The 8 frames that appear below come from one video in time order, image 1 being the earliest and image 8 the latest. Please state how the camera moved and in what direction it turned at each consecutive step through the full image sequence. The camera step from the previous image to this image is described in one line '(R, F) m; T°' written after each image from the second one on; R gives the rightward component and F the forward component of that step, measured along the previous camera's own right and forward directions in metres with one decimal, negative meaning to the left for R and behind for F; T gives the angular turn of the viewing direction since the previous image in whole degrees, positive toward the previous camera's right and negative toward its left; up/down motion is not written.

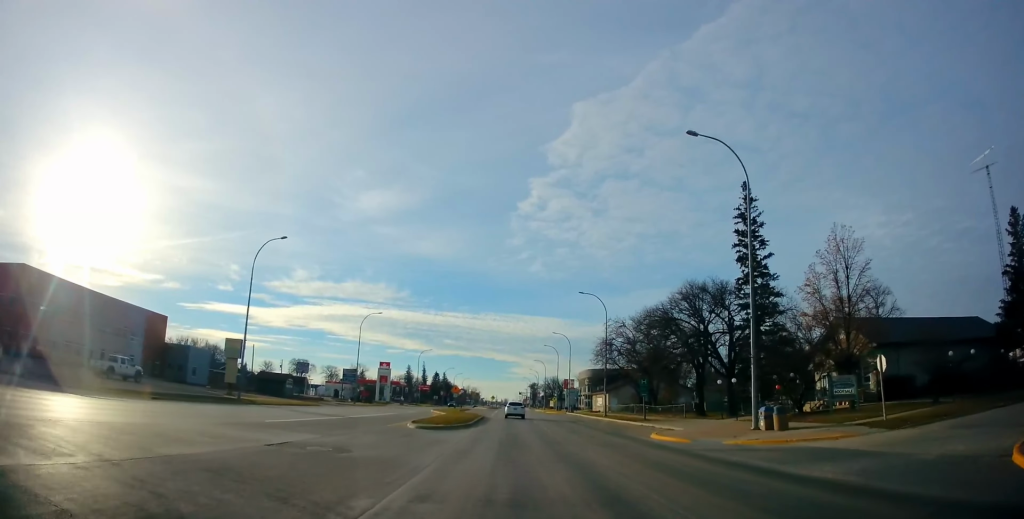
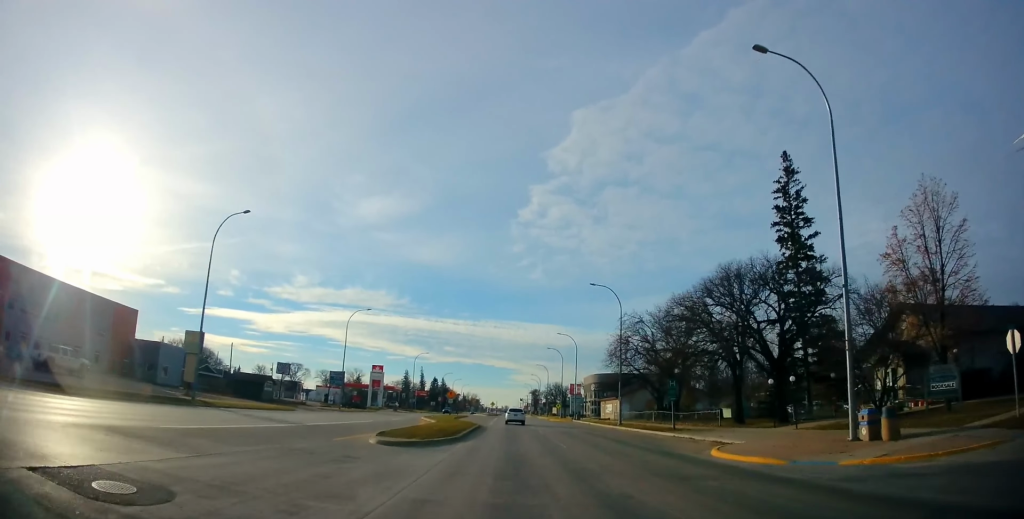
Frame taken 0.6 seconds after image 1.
(0.0, +7.9) m; 0°
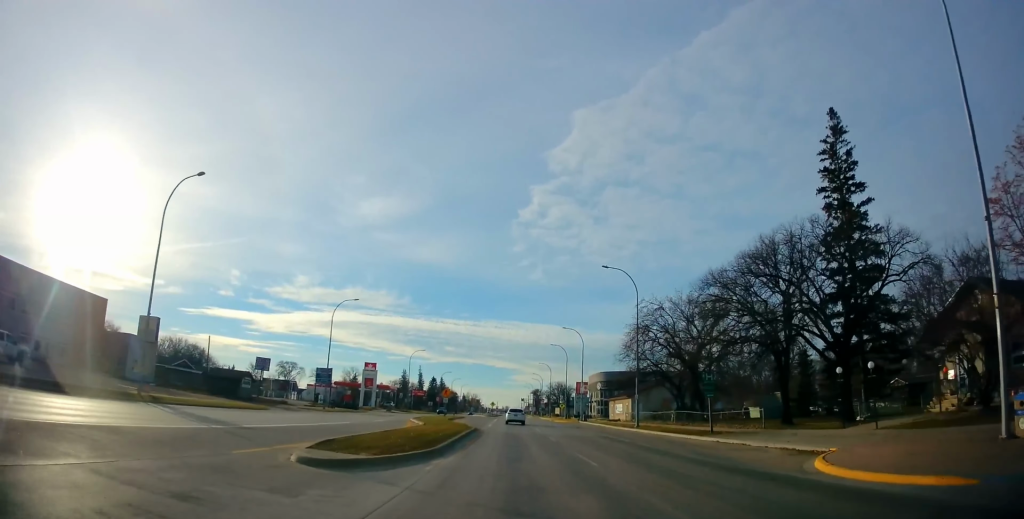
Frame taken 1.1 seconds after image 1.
(0.0, +7.2) m; 0°
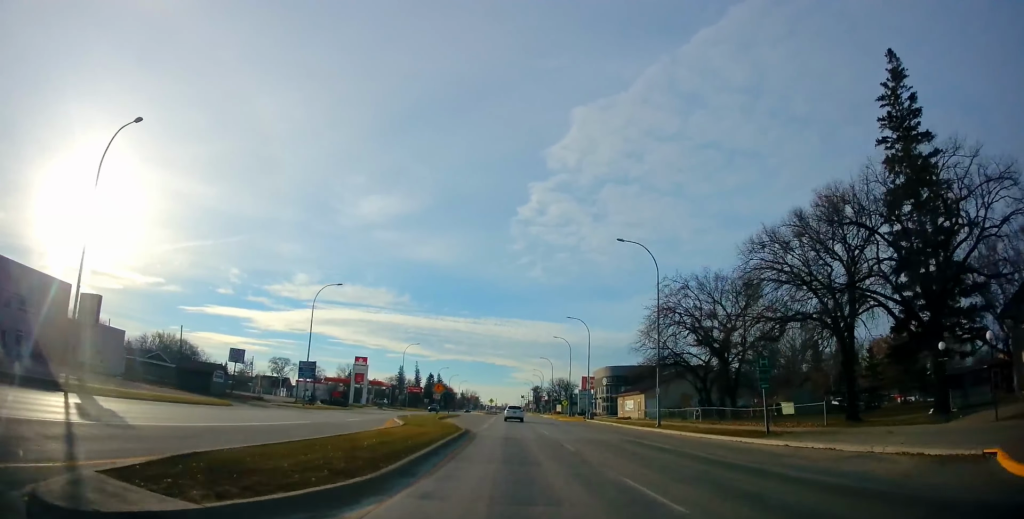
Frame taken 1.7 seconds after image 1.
(0.0, +7.4) m; 0°
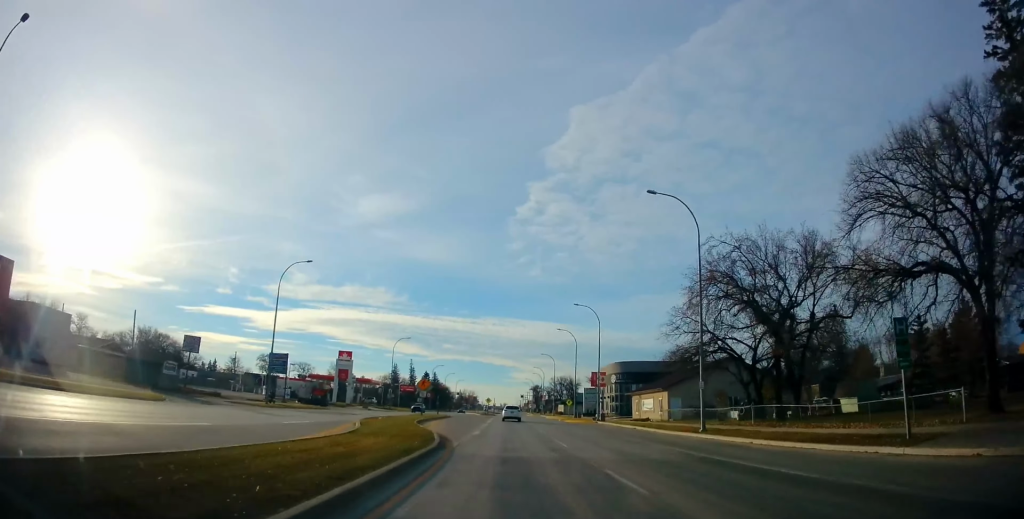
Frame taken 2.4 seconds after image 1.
(0.0, +10.2) m; 0°
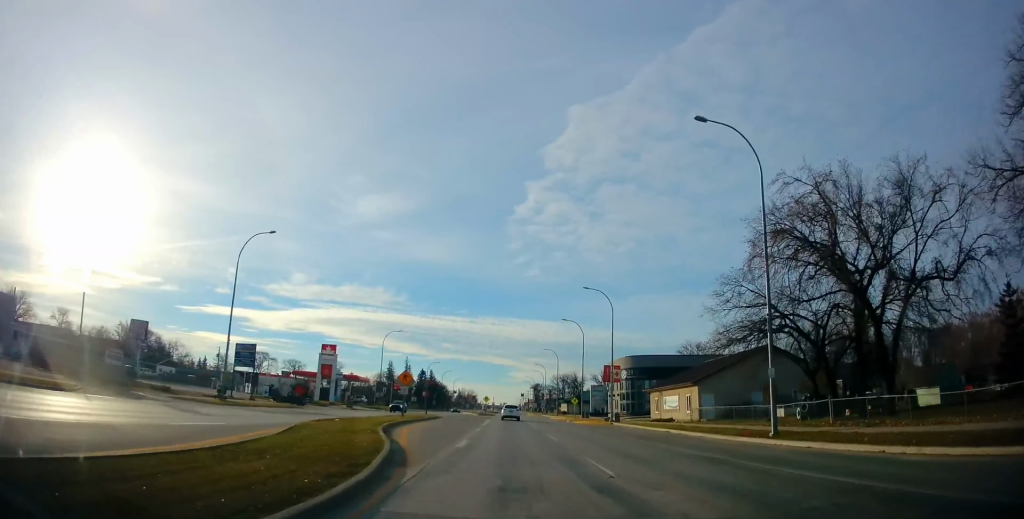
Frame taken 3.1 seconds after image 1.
(0.0, +9.4) m; 0°
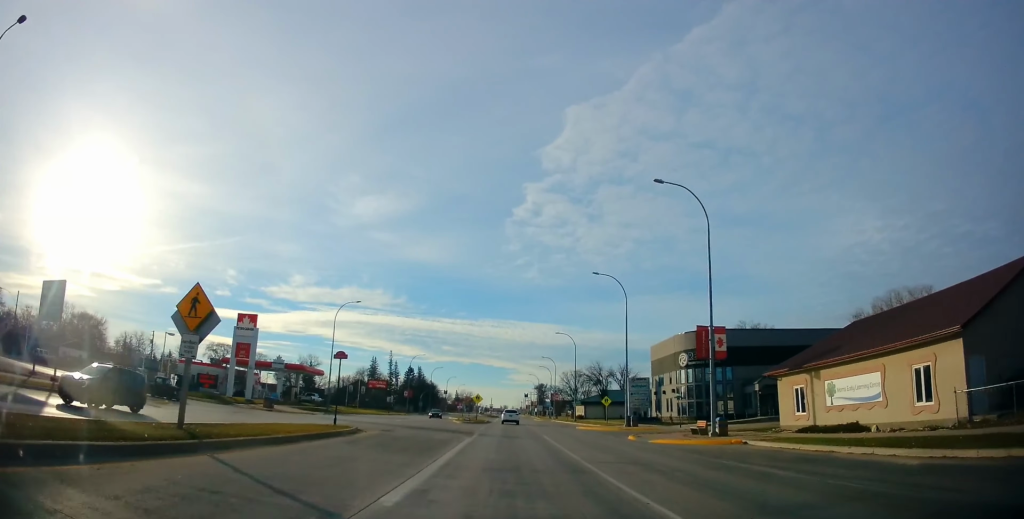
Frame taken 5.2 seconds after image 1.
(0.0, +30.7) m; 0°
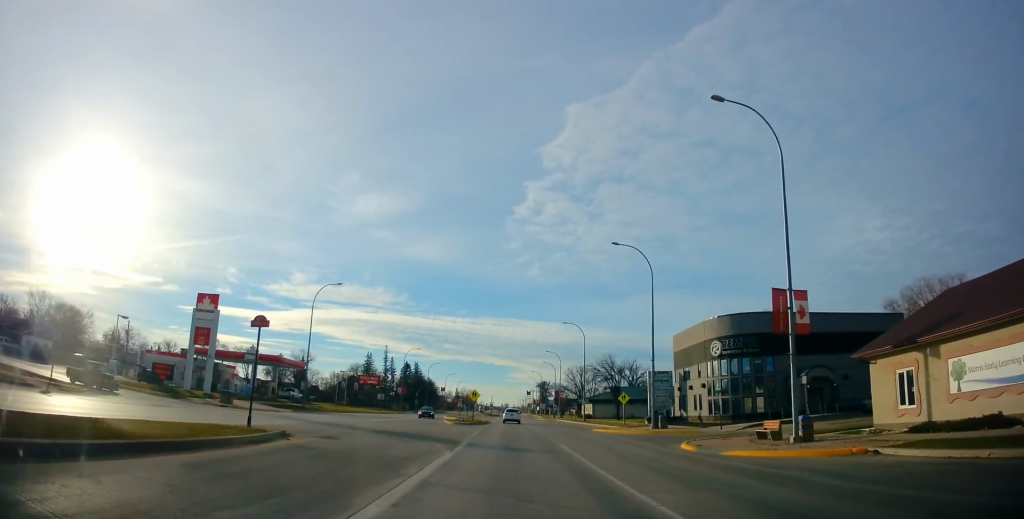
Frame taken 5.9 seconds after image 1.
(0.0, +9.4) m; 0°
